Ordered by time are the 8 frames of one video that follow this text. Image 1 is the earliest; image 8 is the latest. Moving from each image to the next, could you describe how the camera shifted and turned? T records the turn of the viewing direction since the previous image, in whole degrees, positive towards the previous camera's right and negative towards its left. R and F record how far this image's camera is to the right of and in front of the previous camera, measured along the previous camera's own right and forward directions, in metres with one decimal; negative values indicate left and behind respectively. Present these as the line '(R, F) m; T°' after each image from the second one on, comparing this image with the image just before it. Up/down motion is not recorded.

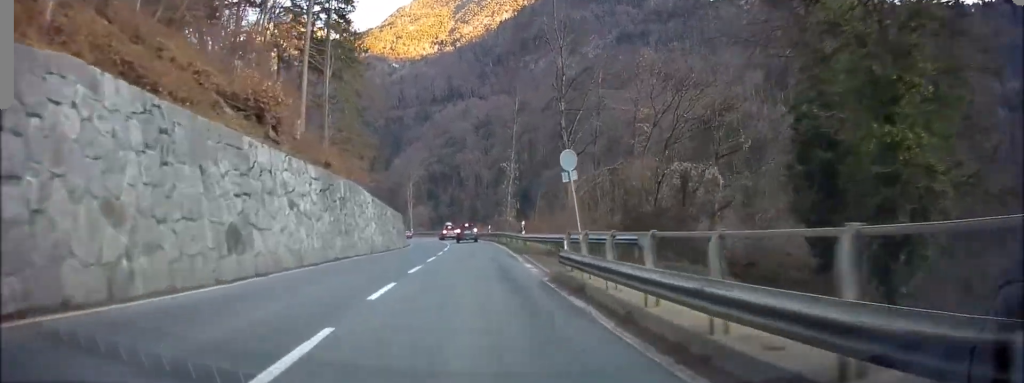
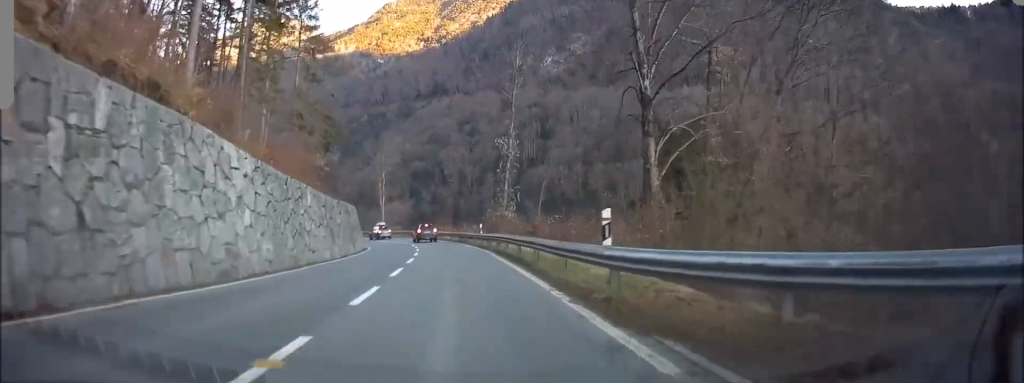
(-0.6, +18.9) m; -2°
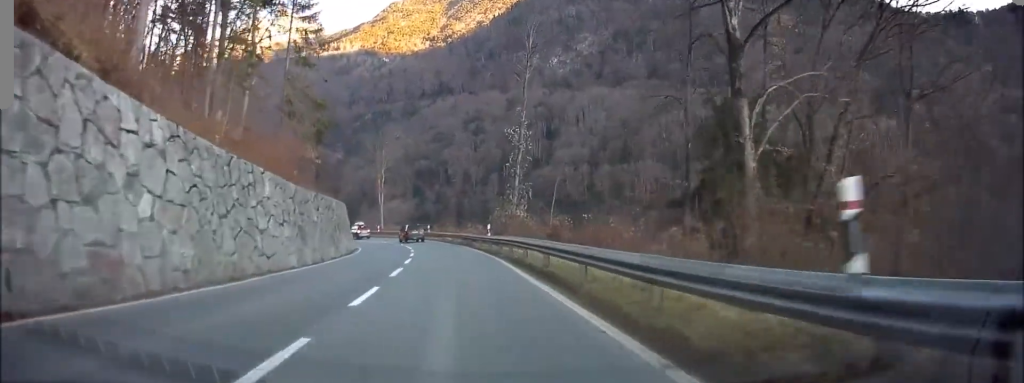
(0.0, +5.8) m; 0°
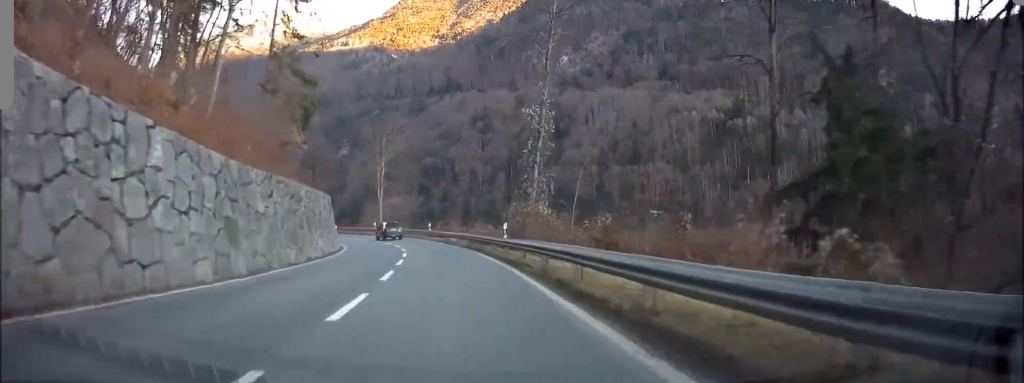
(0.0, +7.9) m; 0°
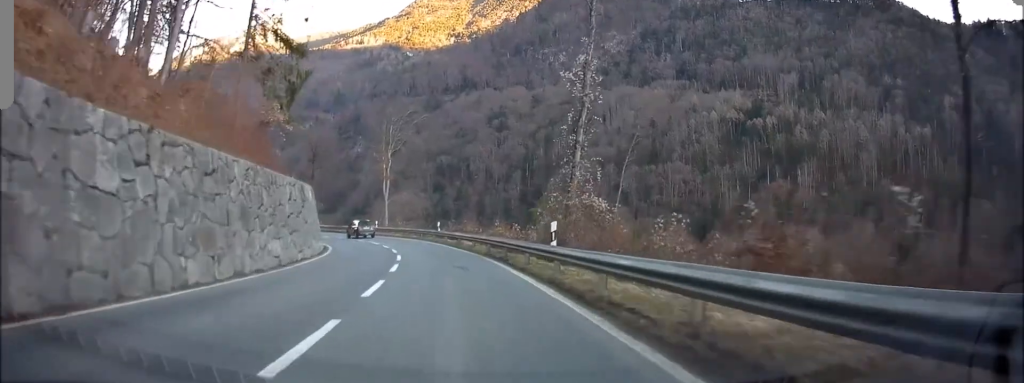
(0.0, +8.8) m; 0°
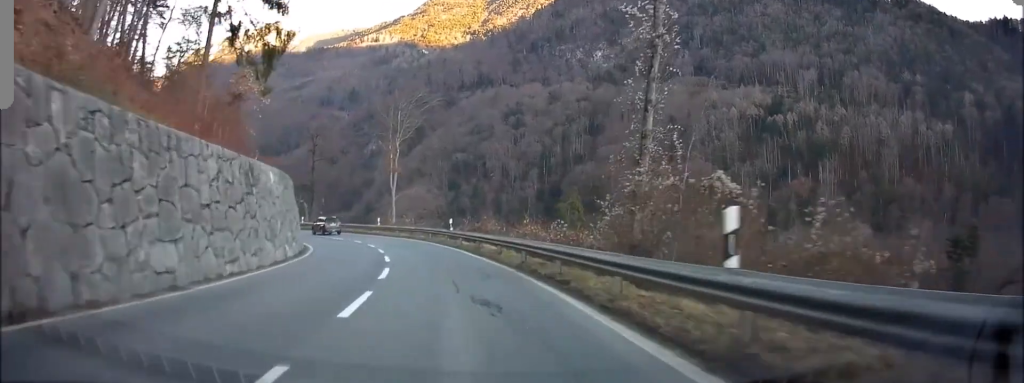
(0.0, +8.9) m; -2°
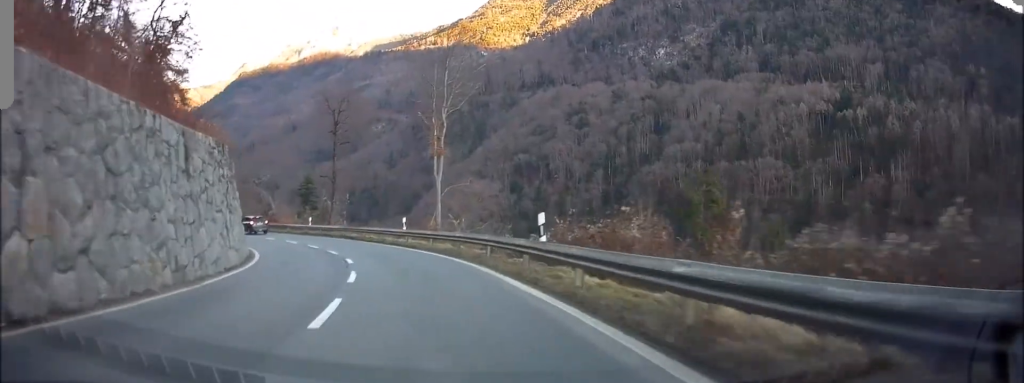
(-0.7, +19.0) m; -4°
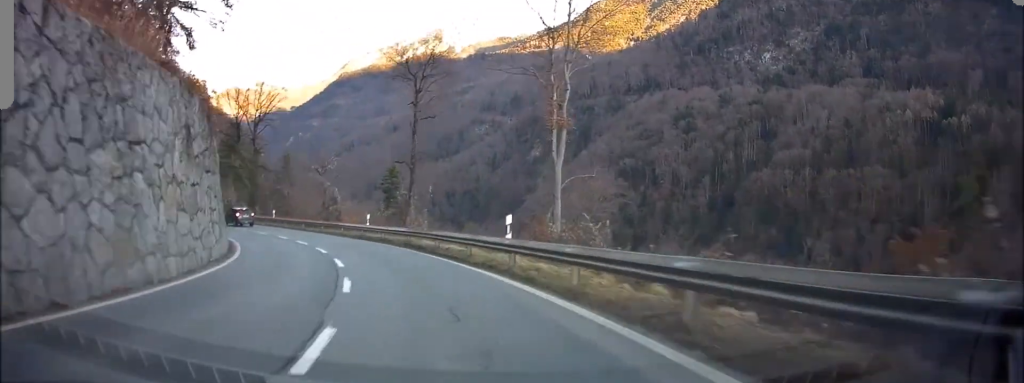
(-0.5, +15.0) m; -7°
